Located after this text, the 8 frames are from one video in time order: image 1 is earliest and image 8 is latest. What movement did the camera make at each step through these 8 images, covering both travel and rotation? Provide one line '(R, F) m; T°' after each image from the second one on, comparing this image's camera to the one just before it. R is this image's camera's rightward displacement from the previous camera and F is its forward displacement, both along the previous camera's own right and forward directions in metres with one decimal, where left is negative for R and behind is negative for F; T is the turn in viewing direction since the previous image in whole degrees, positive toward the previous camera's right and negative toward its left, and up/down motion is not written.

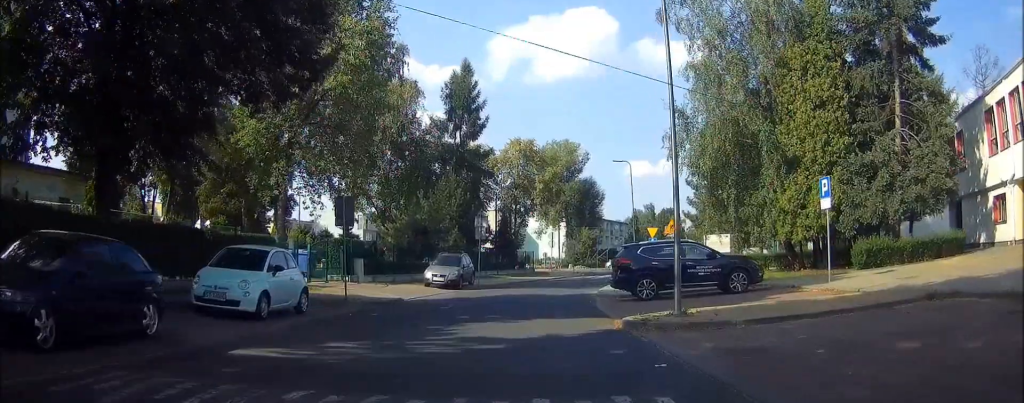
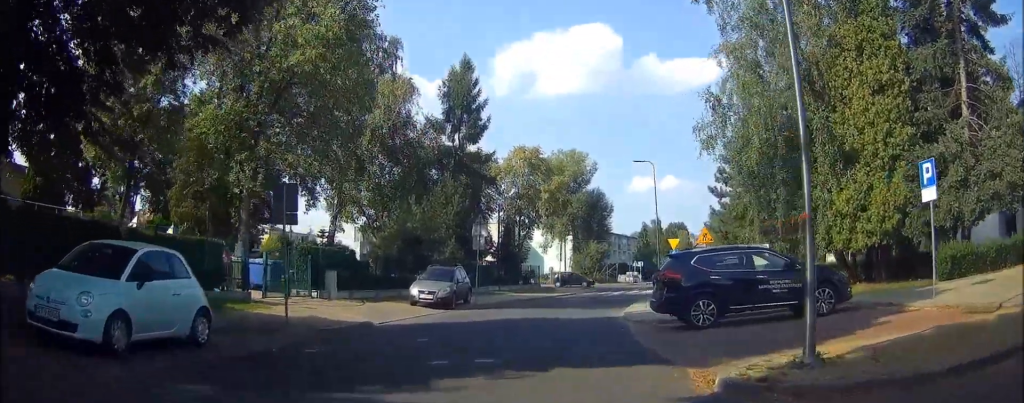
(0.0, +5.5) m; +1°
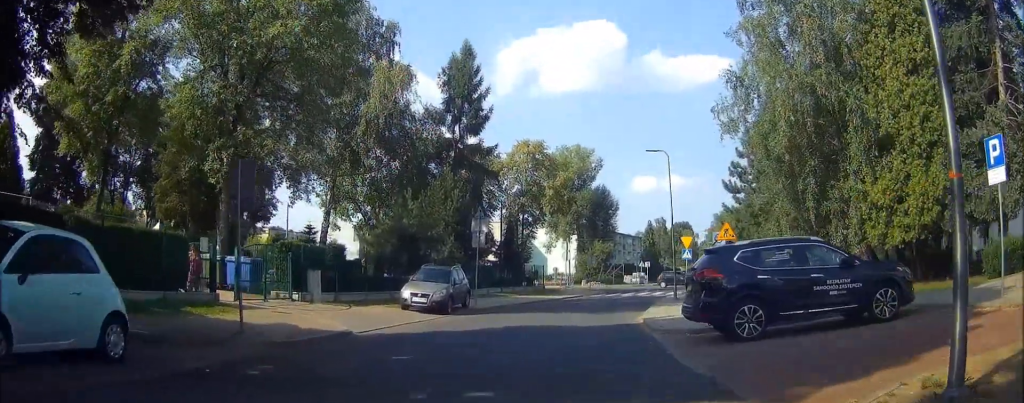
(0.0, +2.6) m; +1°
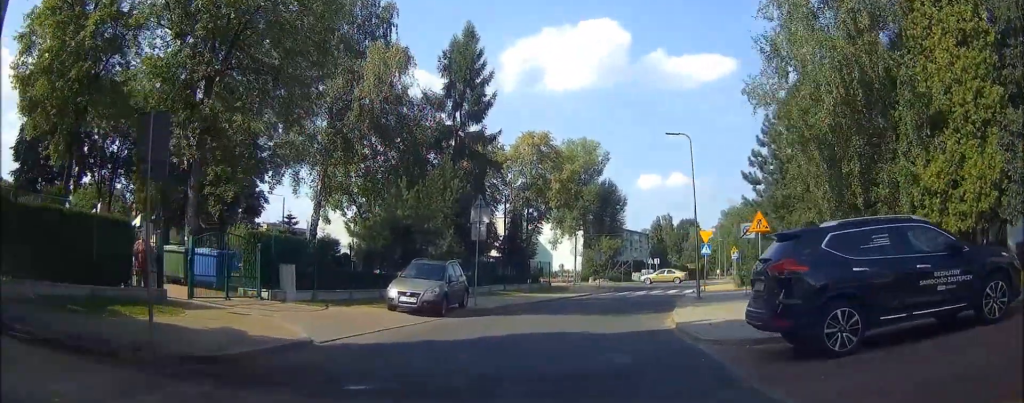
(+0.1, +3.4) m; -1°
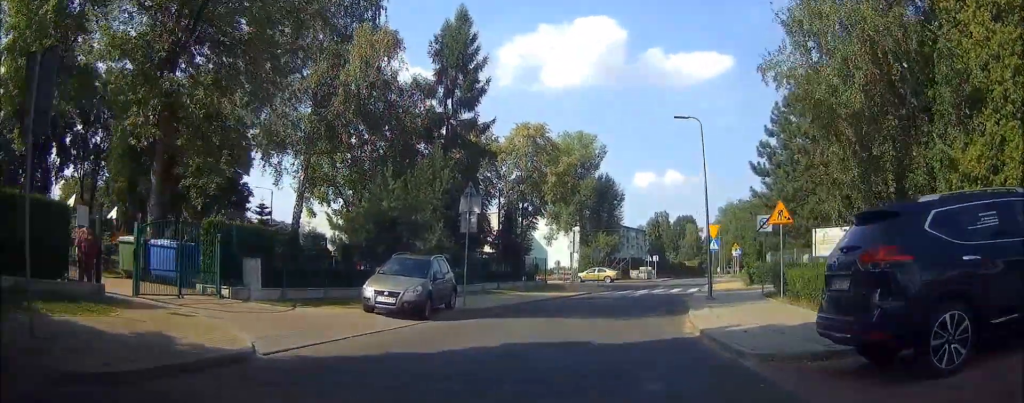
(-0.1, +2.6) m; -1°
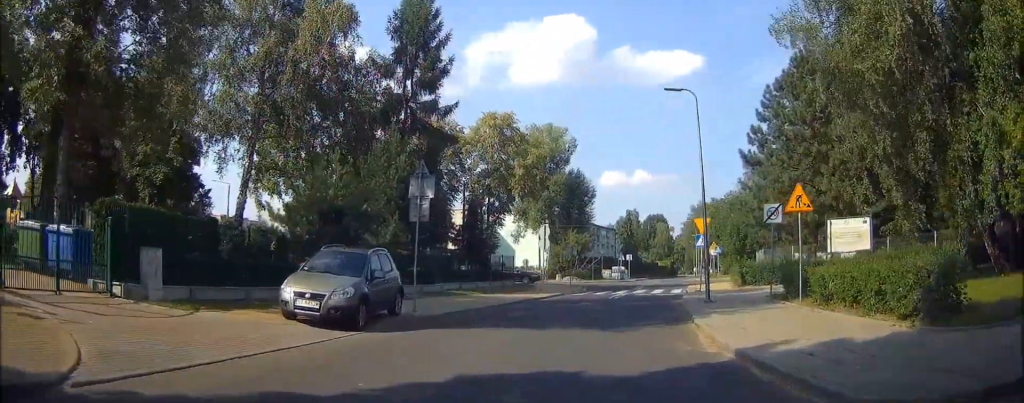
(-0.1, +3.8) m; 0°
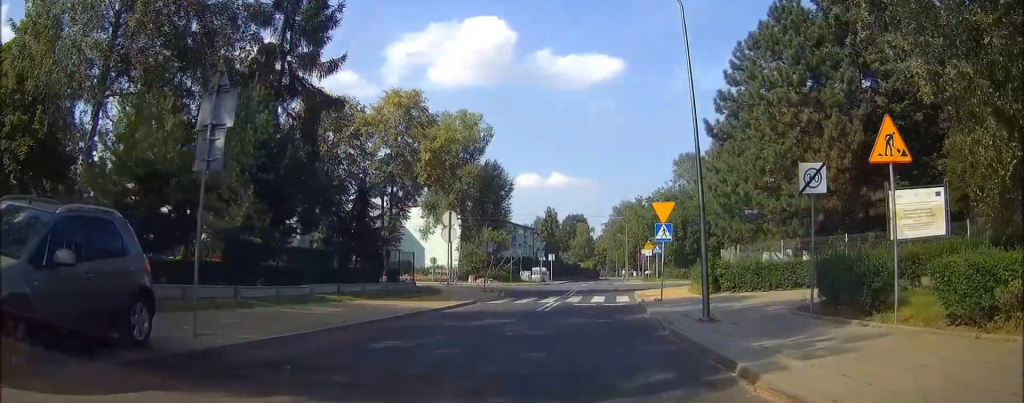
(+0.2, +8.2) m; +4°
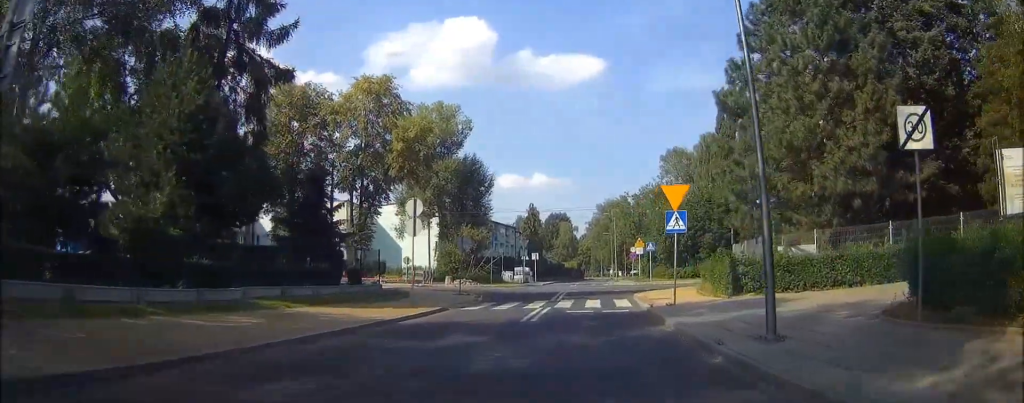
(0.0, +4.3) m; +3°
